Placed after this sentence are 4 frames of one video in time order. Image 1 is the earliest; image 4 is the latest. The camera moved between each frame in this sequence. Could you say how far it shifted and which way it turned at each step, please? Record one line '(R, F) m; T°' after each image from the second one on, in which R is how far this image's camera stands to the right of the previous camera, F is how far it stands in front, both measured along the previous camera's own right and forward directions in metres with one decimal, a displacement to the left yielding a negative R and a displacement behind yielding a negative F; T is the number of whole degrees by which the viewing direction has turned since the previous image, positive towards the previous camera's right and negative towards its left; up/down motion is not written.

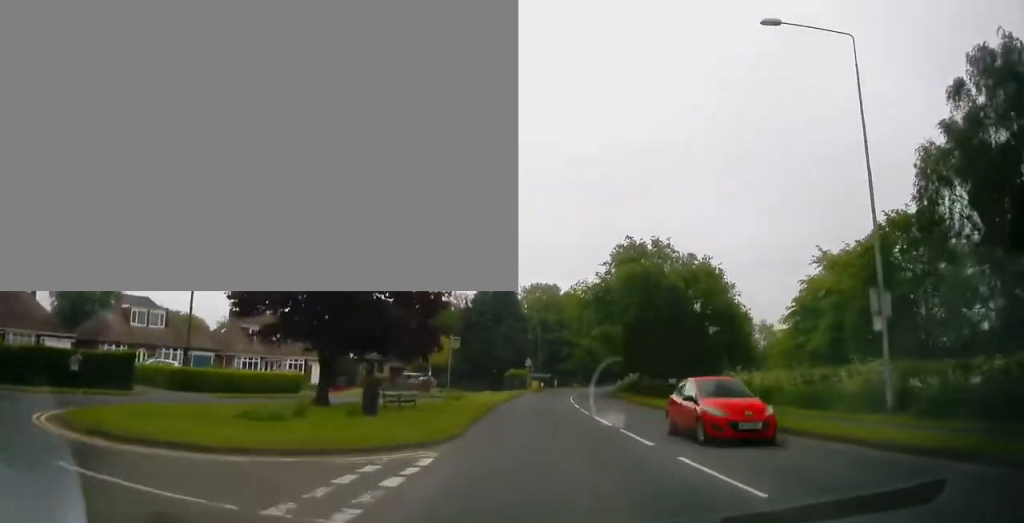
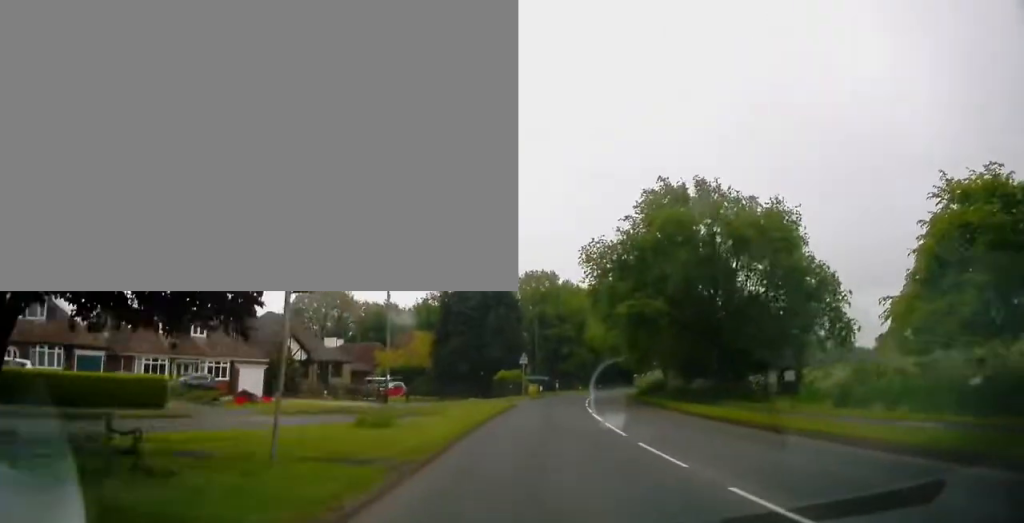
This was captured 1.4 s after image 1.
(-0.5, +14.4) m; -1°
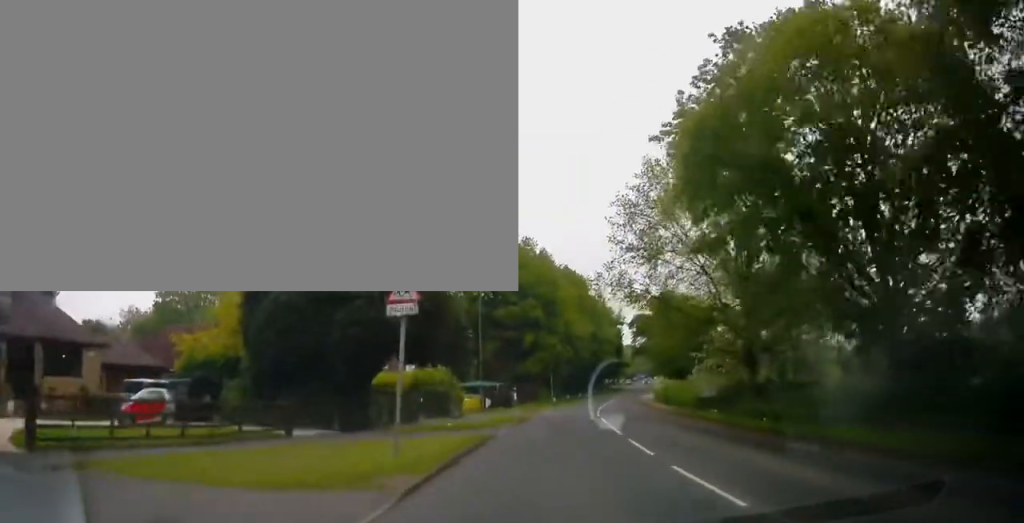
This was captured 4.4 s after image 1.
(+1.7, +31.0) m; +7°
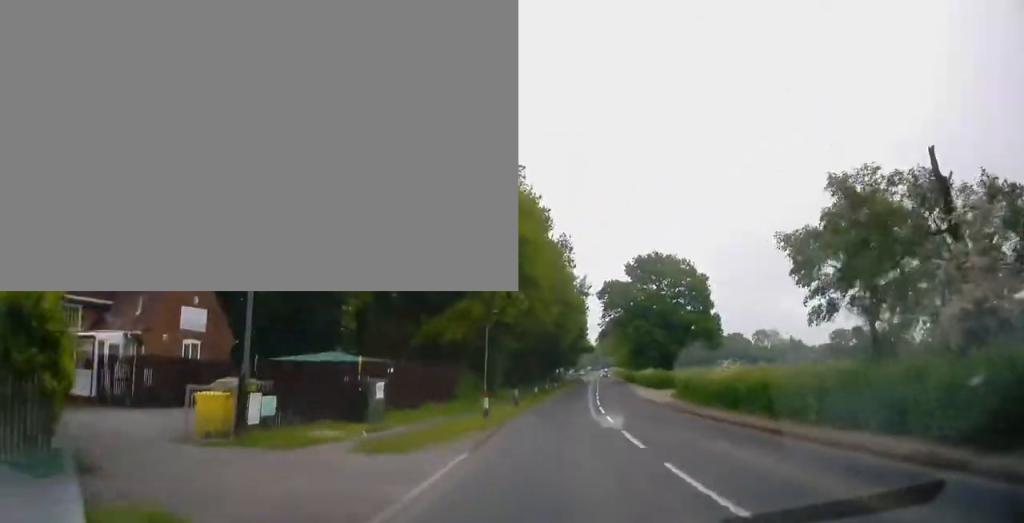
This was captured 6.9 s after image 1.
(+1.7, +28.7) m; +3°
